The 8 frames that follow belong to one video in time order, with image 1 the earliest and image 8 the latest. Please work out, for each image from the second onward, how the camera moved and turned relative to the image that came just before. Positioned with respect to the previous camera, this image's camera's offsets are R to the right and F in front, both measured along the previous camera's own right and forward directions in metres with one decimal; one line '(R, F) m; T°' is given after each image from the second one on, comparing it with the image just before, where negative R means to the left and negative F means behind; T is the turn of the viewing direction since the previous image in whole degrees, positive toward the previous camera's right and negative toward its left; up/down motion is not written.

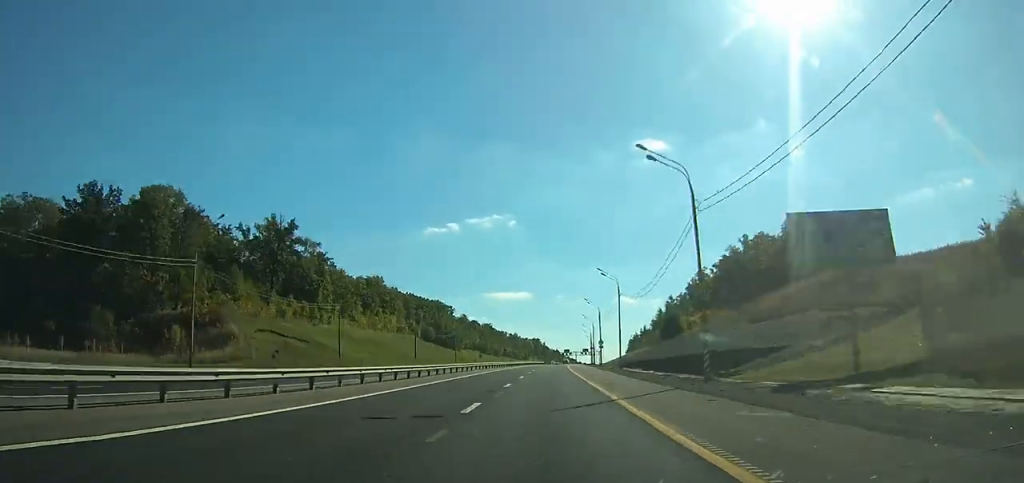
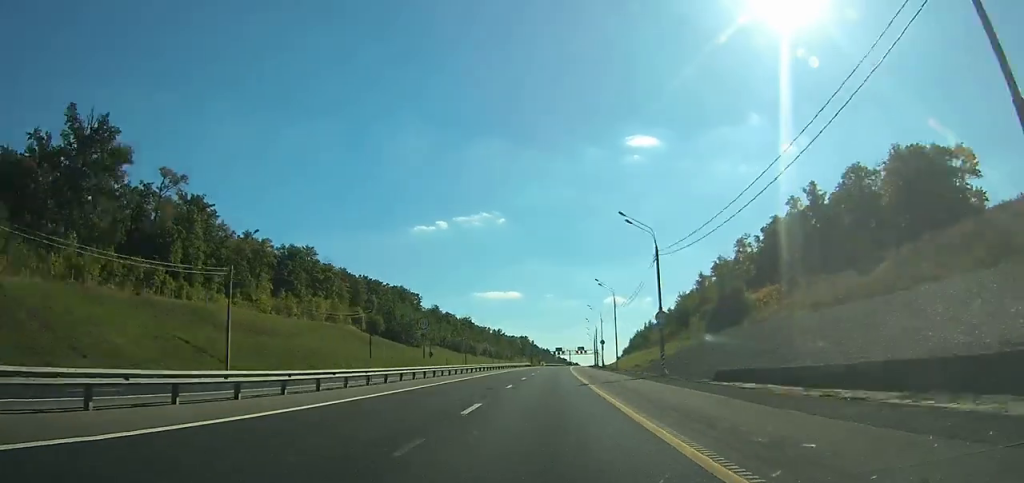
(+0.2, +57.2) m; +1°
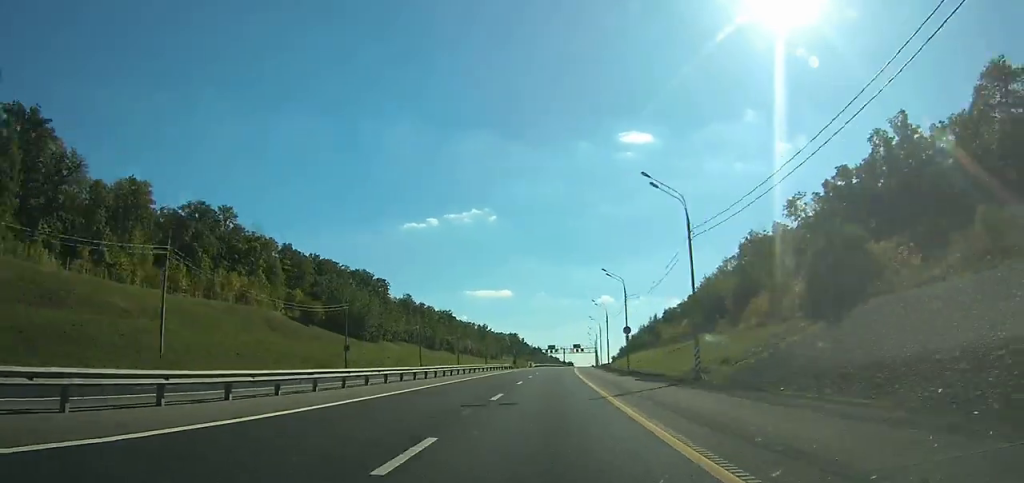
(+0.5, +41.3) m; +1°
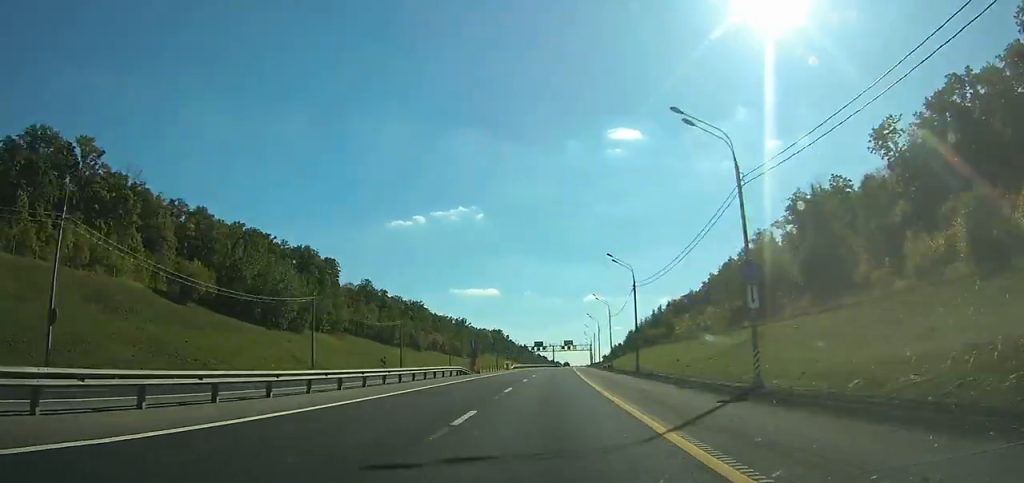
(-0.2, +41.3) m; +1°
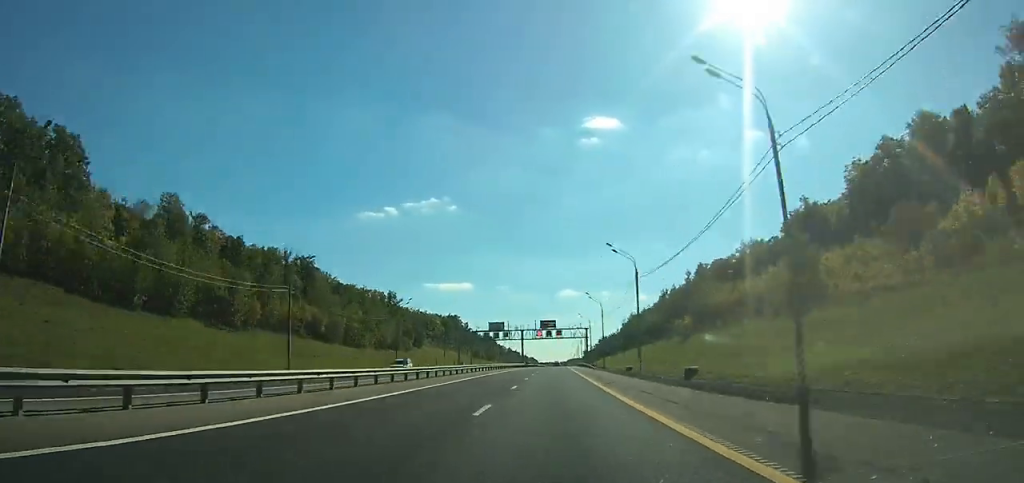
(+2.2, +107.0) m; +2°
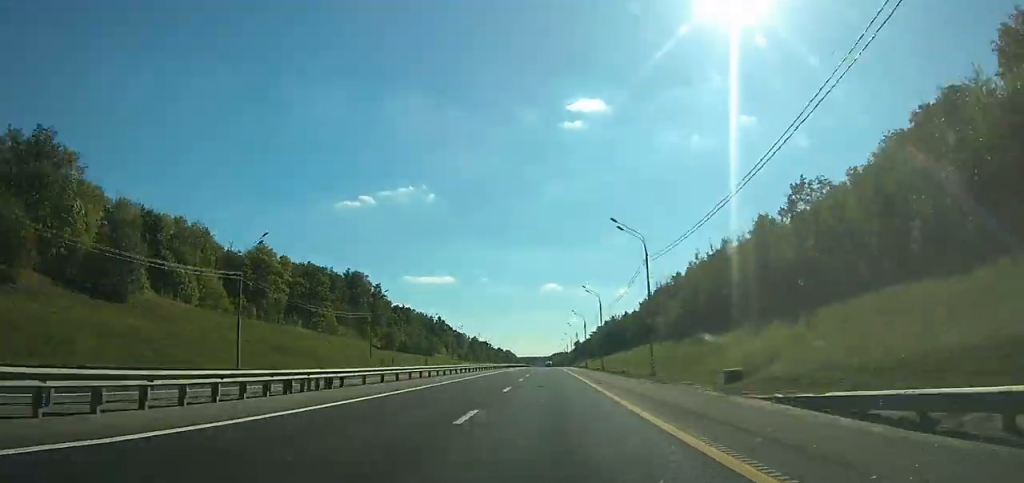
(+2.8, +158.0) m; +1°
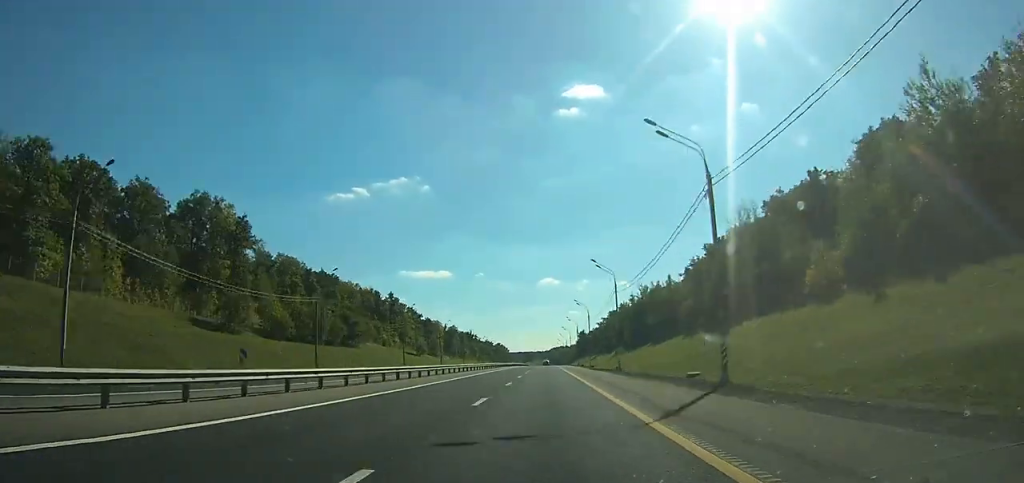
(+0.3, +90.0) m; 0°
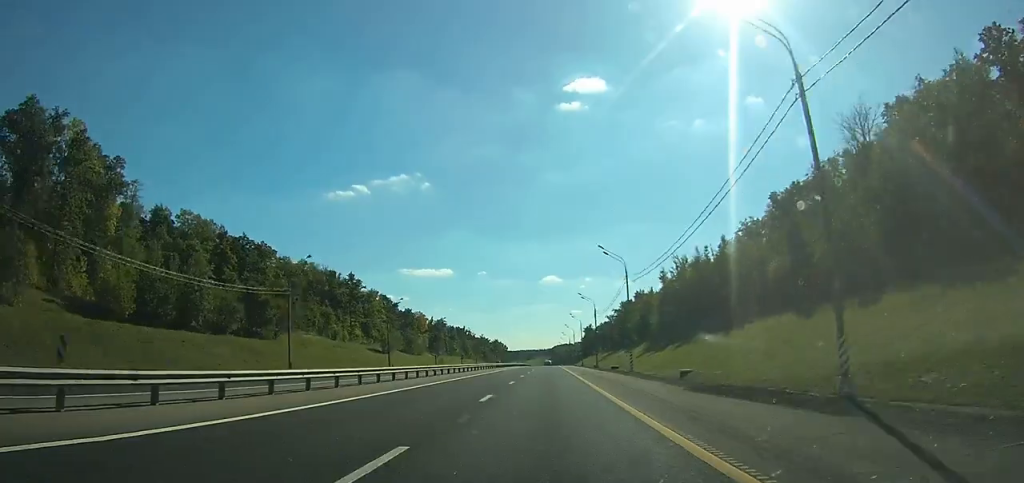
(0.0, +44.8) m; 0°
